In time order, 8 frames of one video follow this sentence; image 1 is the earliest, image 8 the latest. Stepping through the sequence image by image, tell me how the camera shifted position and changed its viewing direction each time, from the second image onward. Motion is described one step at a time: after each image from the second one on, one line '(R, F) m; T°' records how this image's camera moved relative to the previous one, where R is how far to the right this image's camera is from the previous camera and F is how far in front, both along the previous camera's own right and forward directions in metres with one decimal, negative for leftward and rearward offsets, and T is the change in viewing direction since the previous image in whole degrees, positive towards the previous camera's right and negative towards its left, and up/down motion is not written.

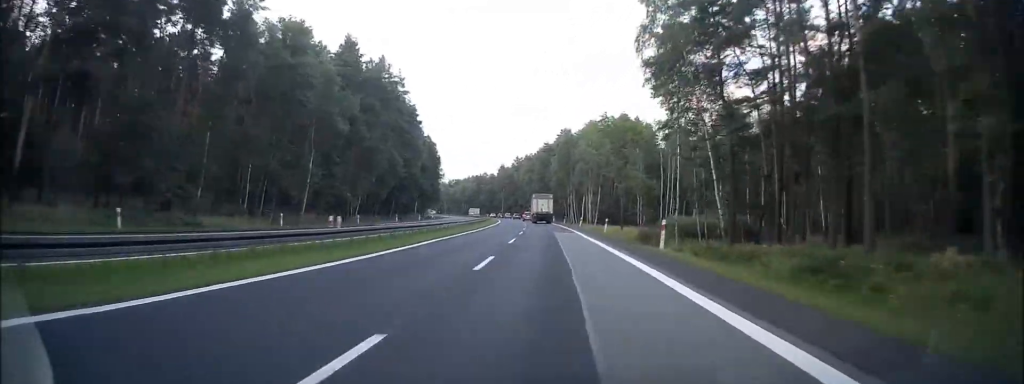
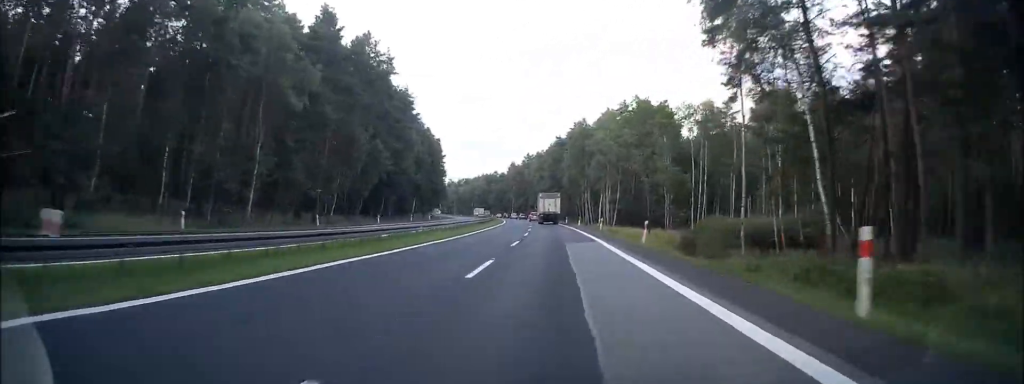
(0.0, +12.9) m; -1°
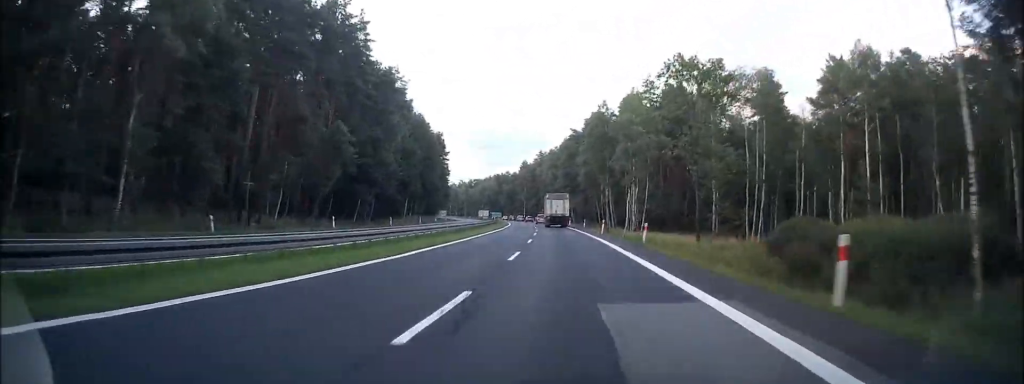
(-0.6, +18.0) m; -1°
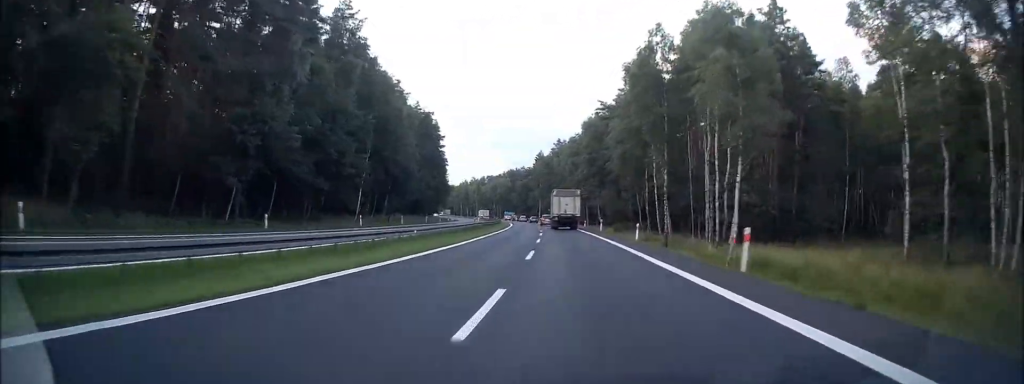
(-0.4, +35.5) m; -1°
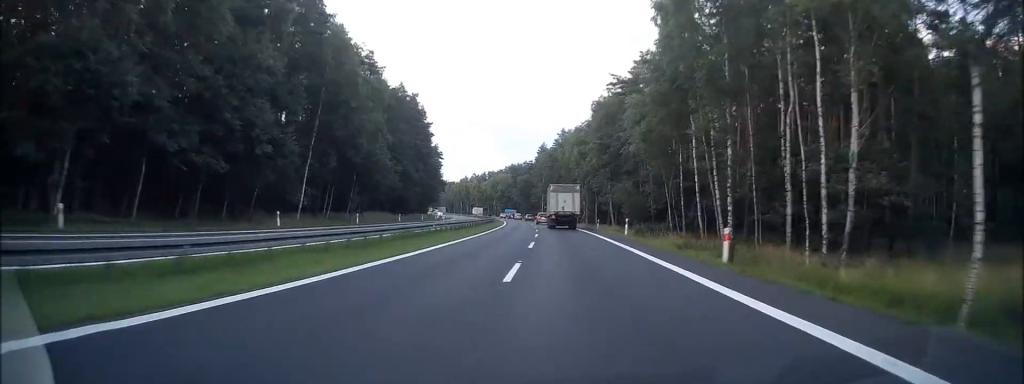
(-0.2, +18.4) m; -1°
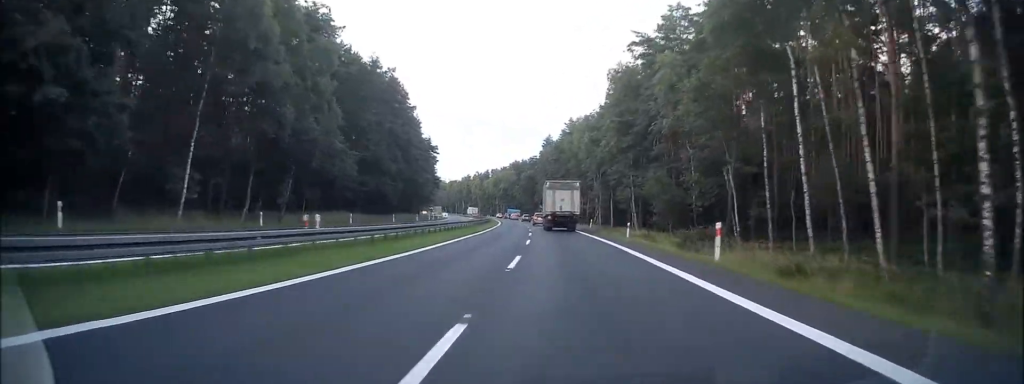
(-0.1, +20.7) m; -1°
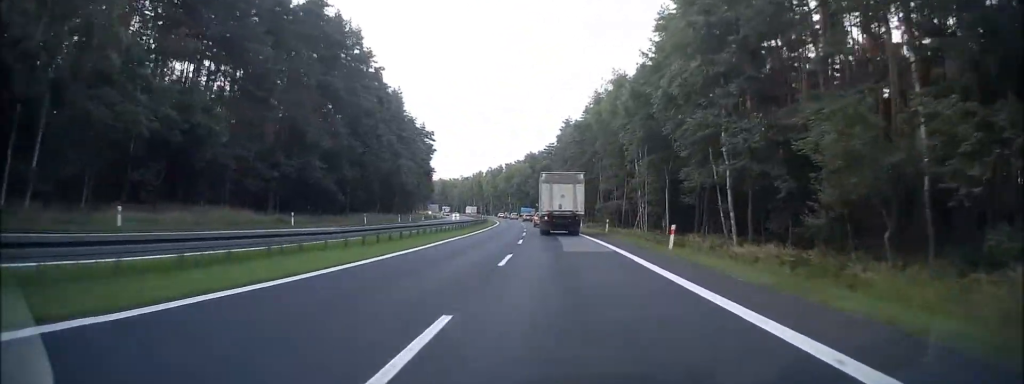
(-0.6, +34.9) m; -2°
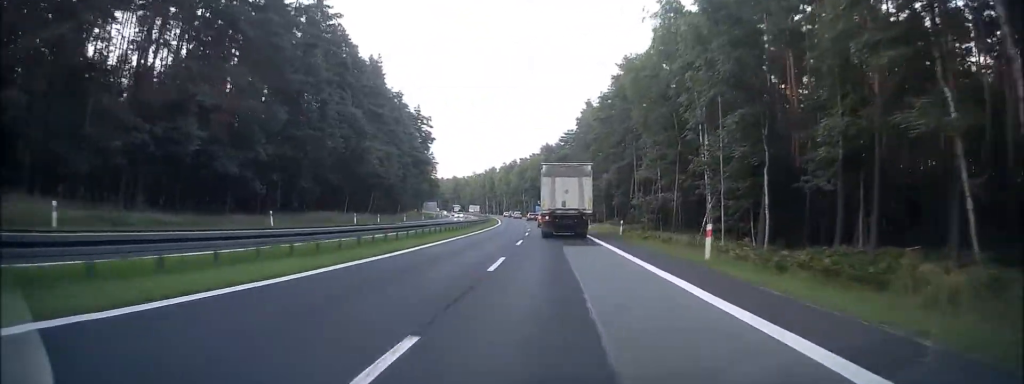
(-0.4, +25.1) m; -2°
